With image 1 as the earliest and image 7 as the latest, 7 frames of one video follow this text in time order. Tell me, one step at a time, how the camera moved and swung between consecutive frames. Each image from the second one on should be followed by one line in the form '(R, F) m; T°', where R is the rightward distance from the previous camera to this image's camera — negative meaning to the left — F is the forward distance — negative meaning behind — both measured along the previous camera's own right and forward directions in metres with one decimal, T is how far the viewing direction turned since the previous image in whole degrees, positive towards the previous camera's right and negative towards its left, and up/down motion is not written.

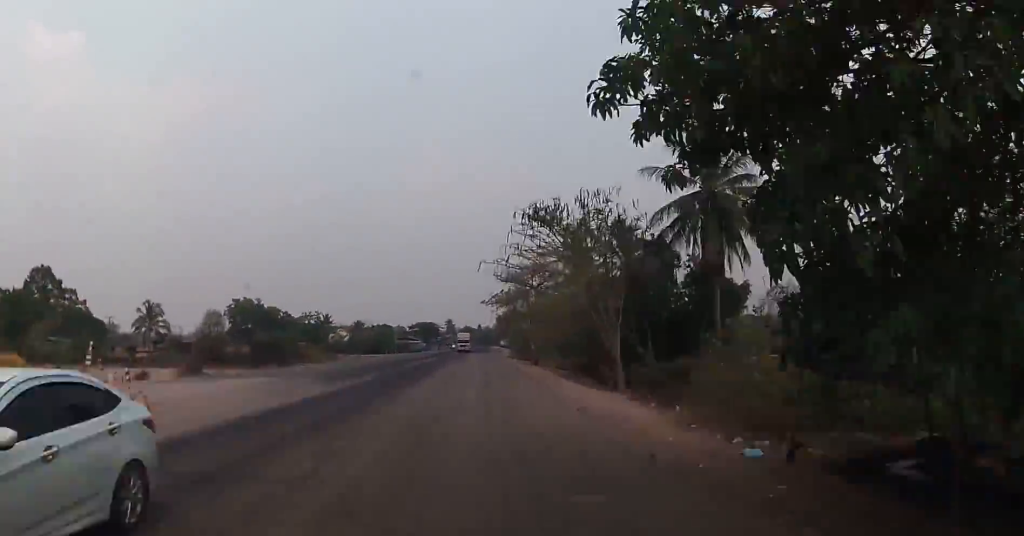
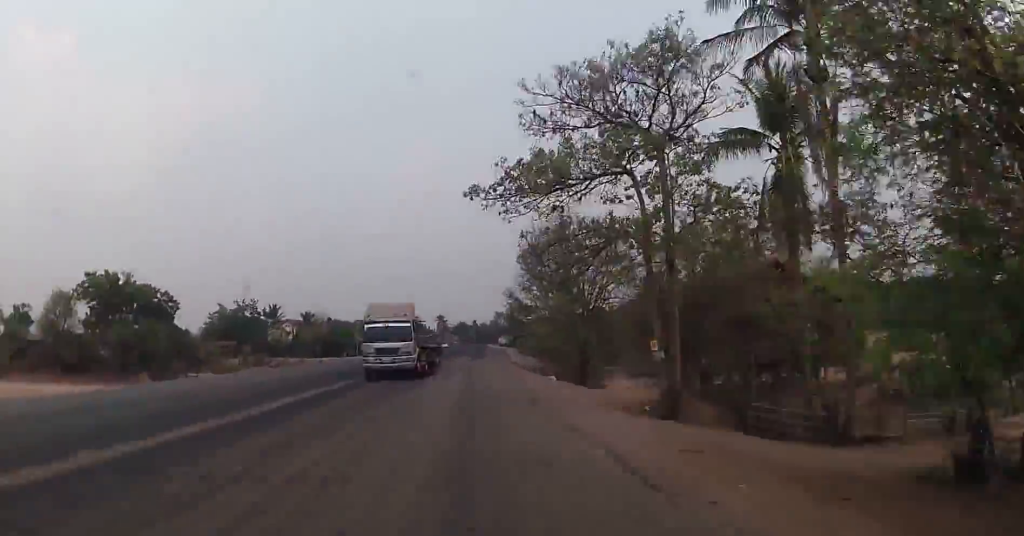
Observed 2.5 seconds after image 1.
(+0.3, +47.8) m; 0°
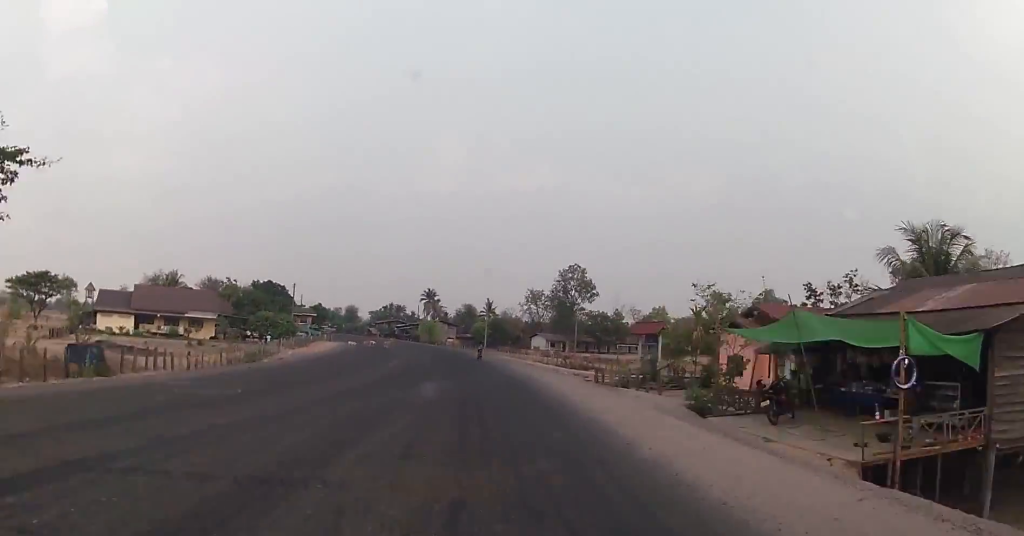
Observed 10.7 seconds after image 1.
(-0.3, +135.5) m; -2°
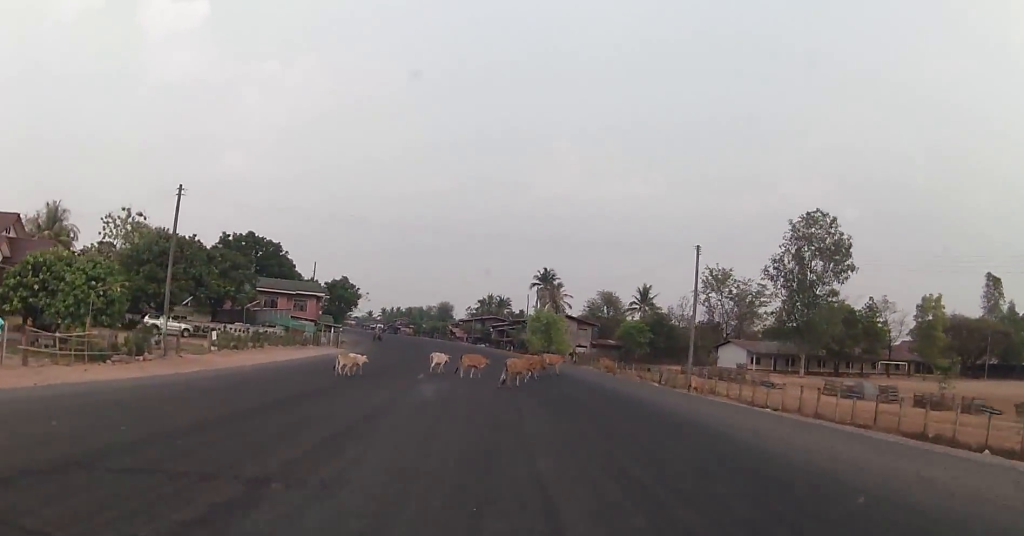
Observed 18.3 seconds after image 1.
(-6.8, +72.2) m; -11°
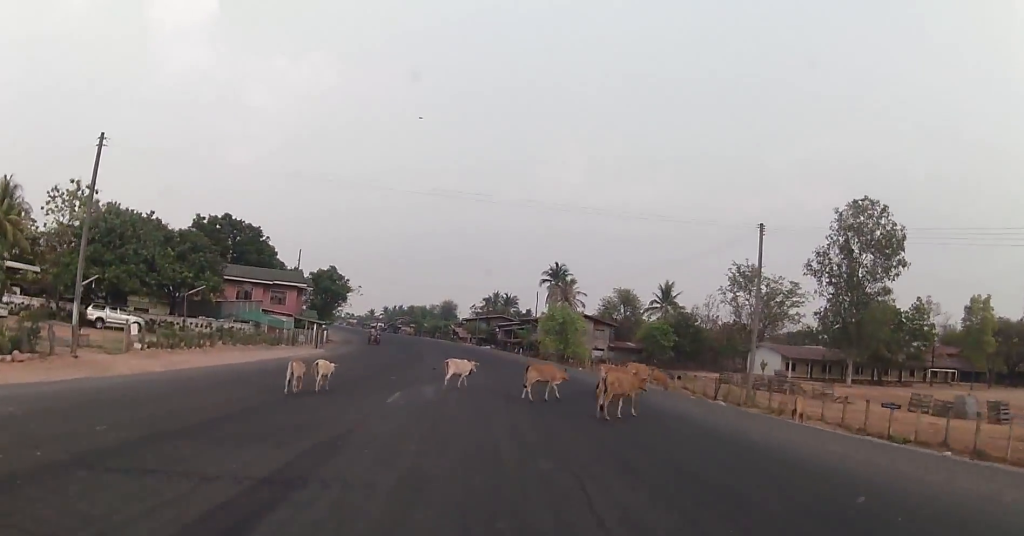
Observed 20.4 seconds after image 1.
(-0.2, +11.9) m; -1°
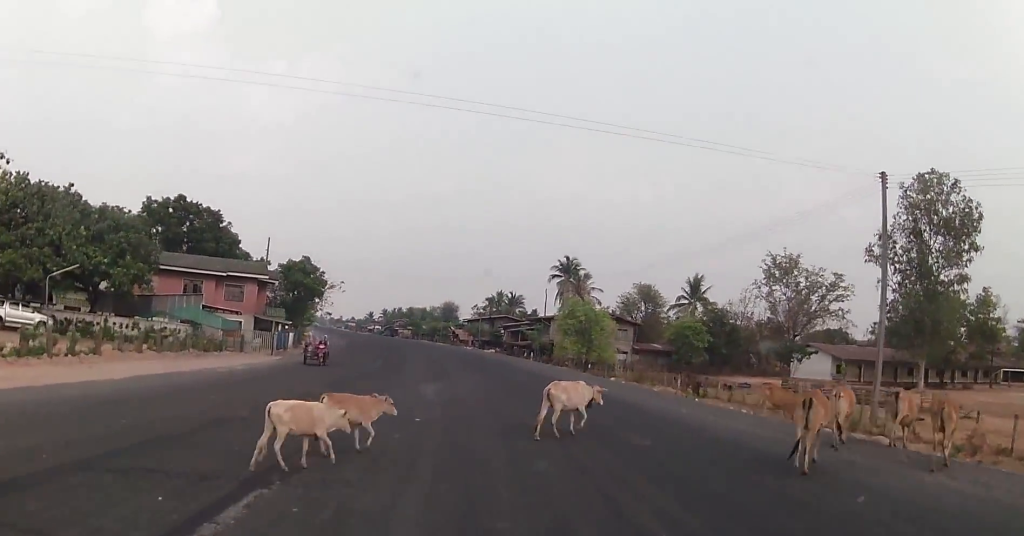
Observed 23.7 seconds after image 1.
(-0.2, +18.4) m; 0°
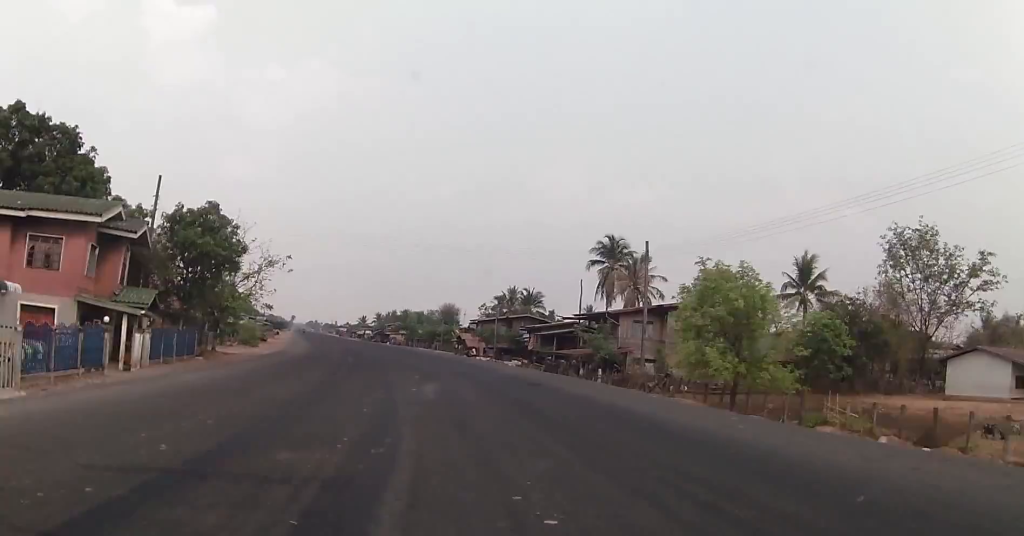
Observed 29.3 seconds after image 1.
(+0.6, +35.4) m; -1°
